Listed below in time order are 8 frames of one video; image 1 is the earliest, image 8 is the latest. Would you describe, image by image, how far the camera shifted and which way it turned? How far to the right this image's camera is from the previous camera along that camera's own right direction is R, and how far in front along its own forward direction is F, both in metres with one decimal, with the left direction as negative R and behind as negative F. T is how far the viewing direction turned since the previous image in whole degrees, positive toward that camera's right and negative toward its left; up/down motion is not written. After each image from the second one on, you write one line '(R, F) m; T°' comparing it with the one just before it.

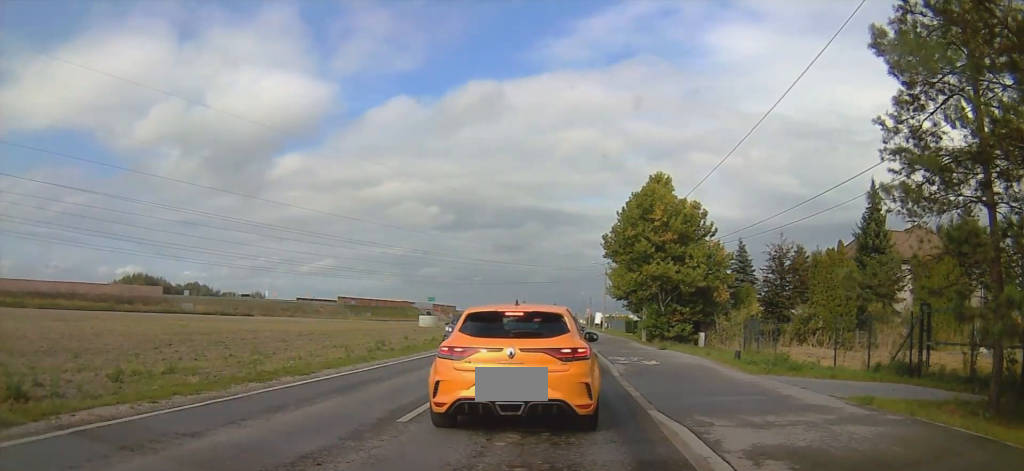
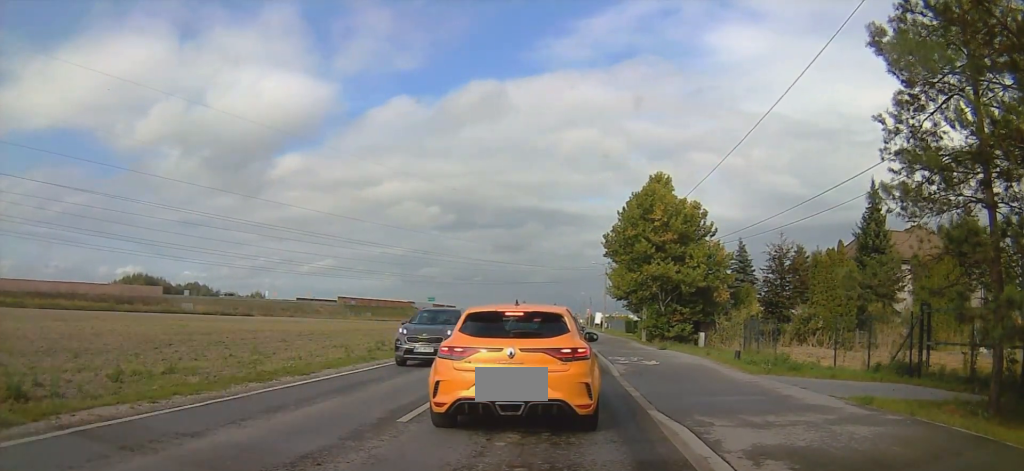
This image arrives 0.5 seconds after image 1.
(0.0, +0.3) m; 0°
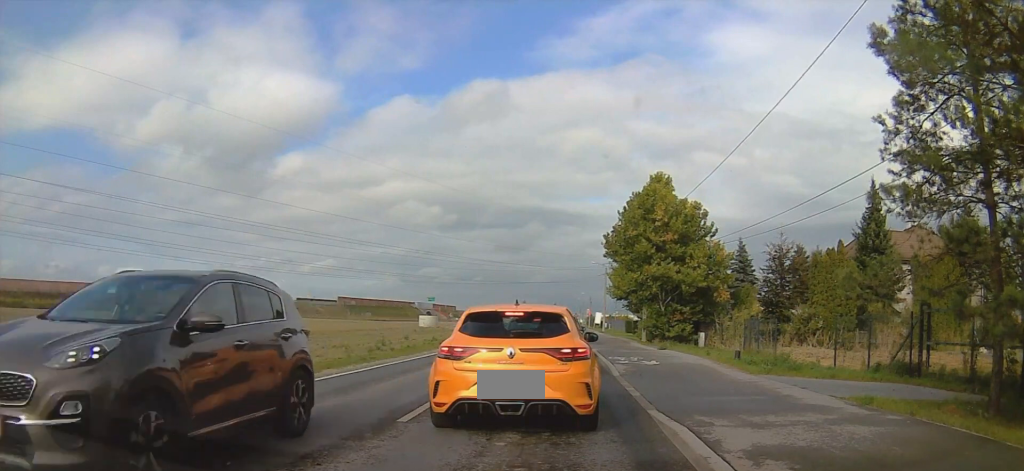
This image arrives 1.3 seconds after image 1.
(0.0, +0.3) m; 0°
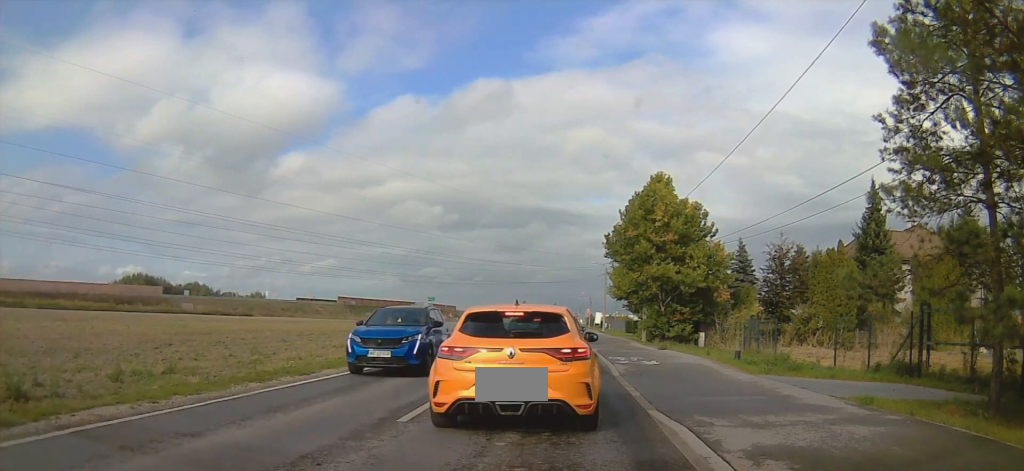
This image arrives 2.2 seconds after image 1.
(0.0, +0.1) m; 0°
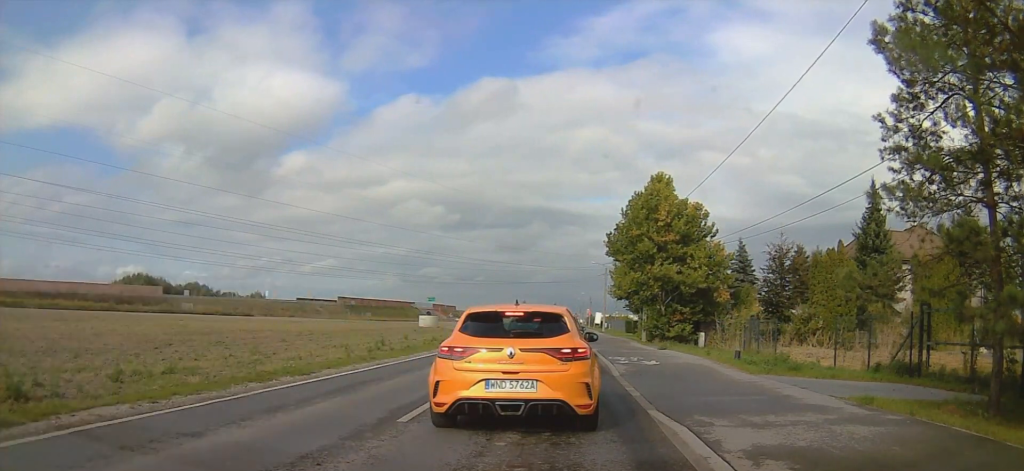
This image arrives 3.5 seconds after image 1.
(0.0, 0.0) m; 0°
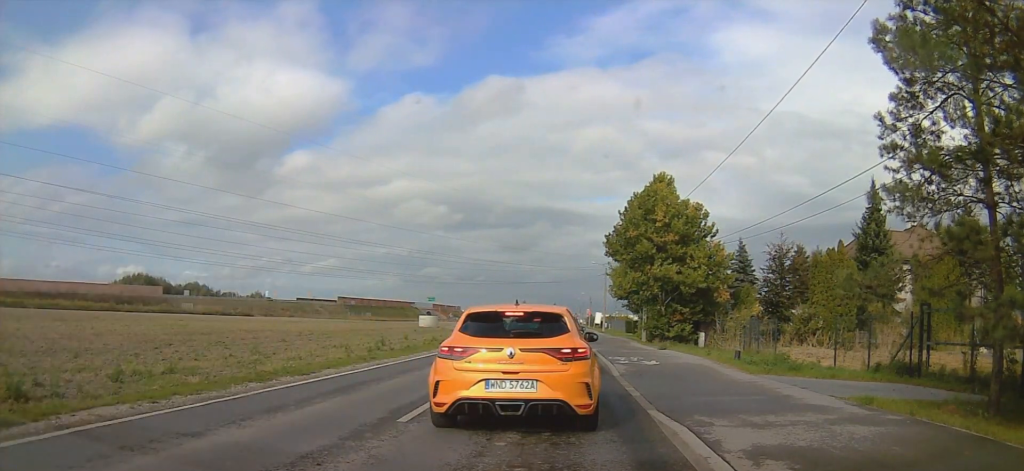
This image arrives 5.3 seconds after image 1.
(0.0, 0.0) m; 0°
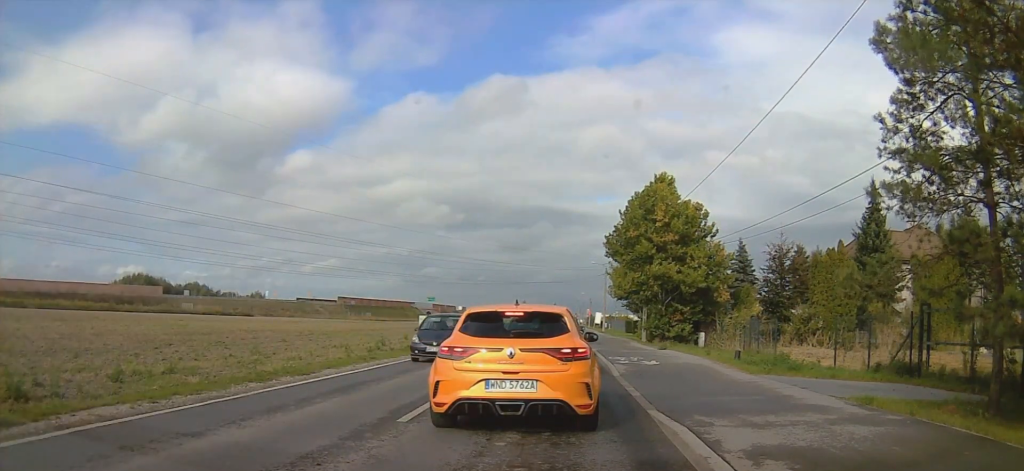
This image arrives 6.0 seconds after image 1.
(0.0, 0.0) m; 0°
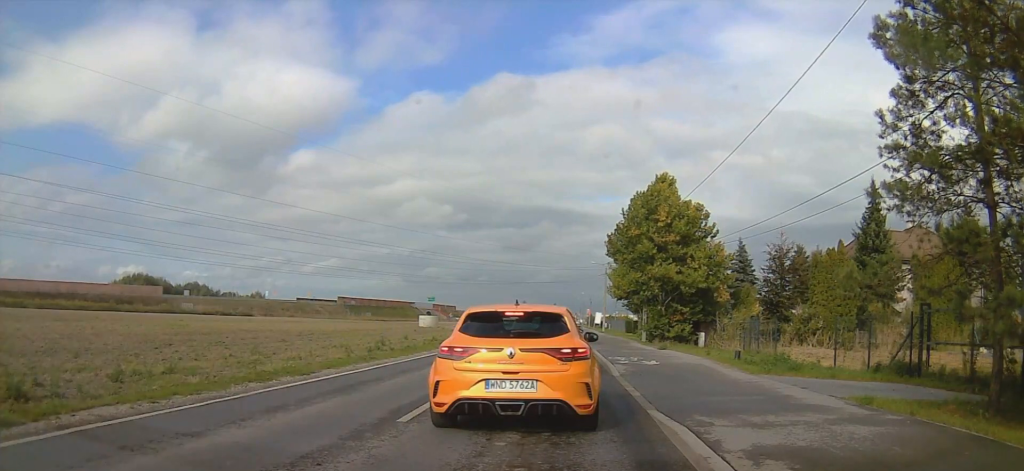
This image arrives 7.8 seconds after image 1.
(0.0, 0.0) m; 0°
